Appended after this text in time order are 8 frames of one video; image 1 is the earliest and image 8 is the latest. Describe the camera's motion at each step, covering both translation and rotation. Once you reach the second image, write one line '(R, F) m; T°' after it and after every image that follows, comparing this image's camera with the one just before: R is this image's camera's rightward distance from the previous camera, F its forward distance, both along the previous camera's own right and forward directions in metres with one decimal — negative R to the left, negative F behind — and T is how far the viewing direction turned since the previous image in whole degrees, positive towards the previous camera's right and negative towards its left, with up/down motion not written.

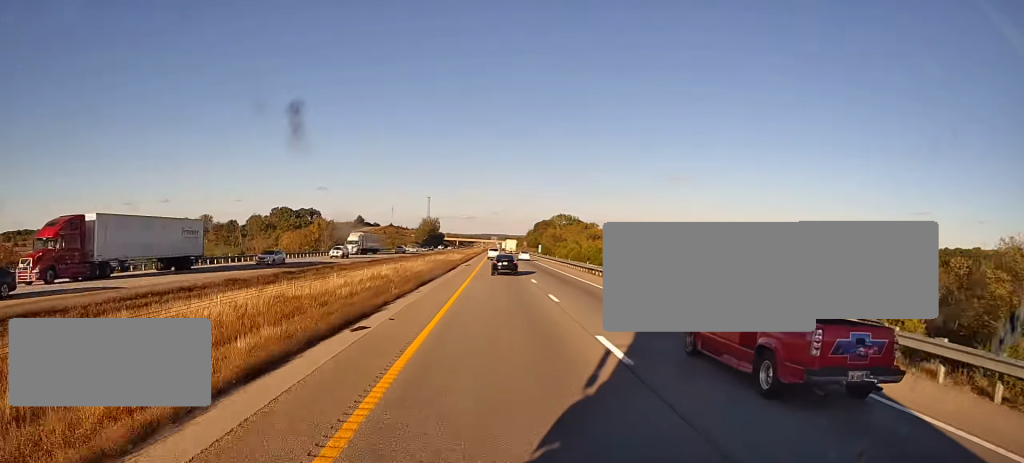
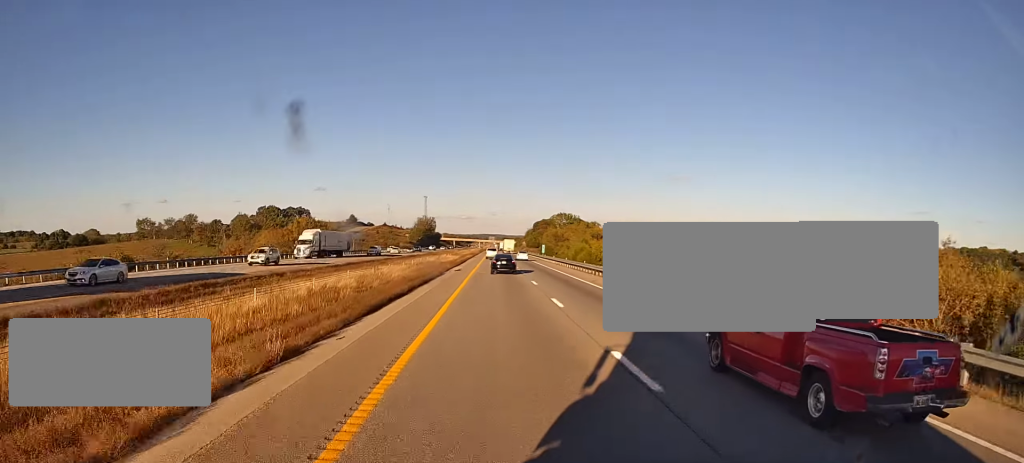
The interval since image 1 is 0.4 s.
(0.0, +14.3) m; 0°
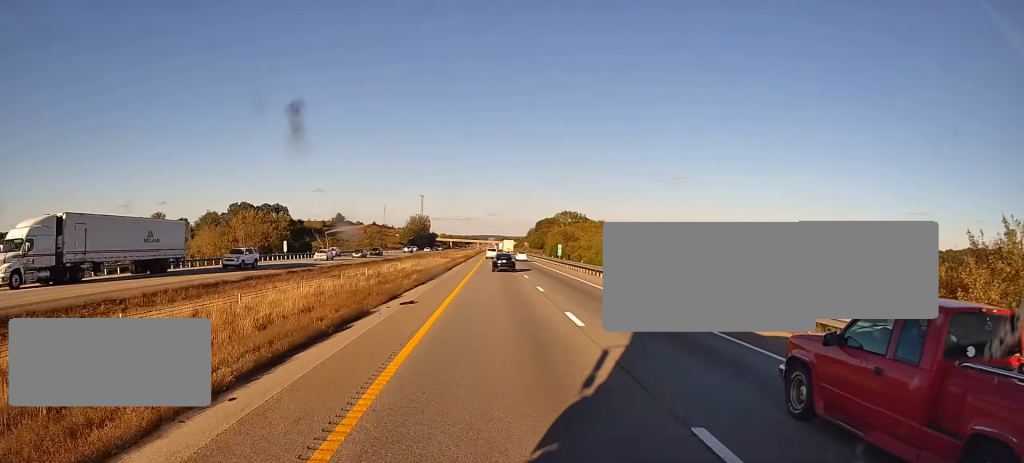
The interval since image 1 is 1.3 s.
(+0.1, +29.5) m; +1°
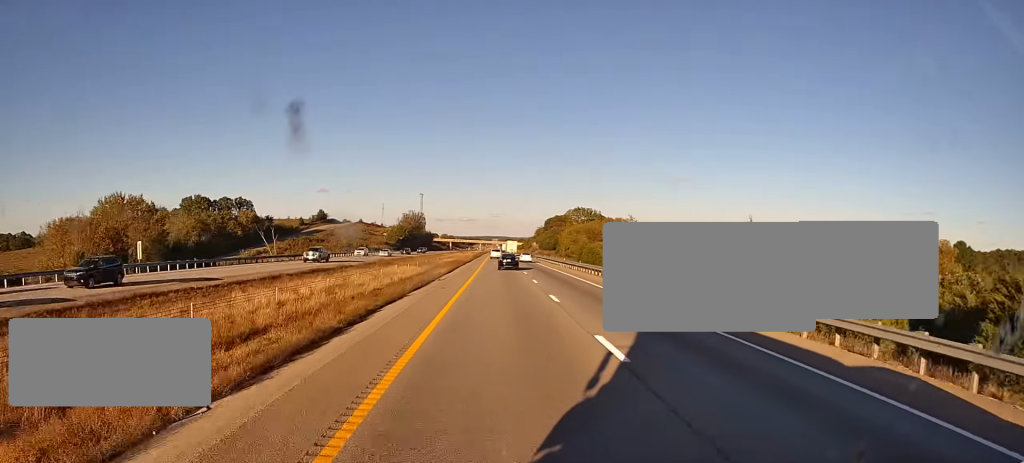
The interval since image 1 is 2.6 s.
(+1.0, +41.3) m; 0°
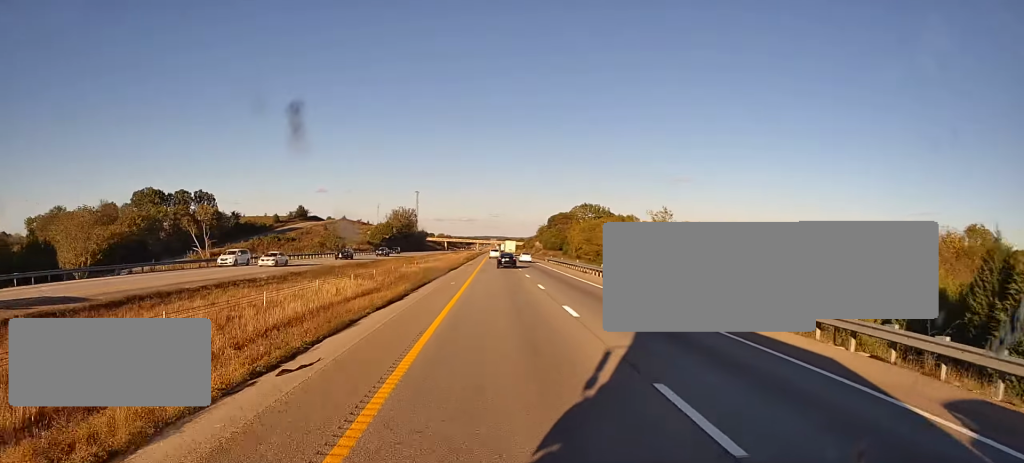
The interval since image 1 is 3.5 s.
(-0.7, +29.2) m; 0°
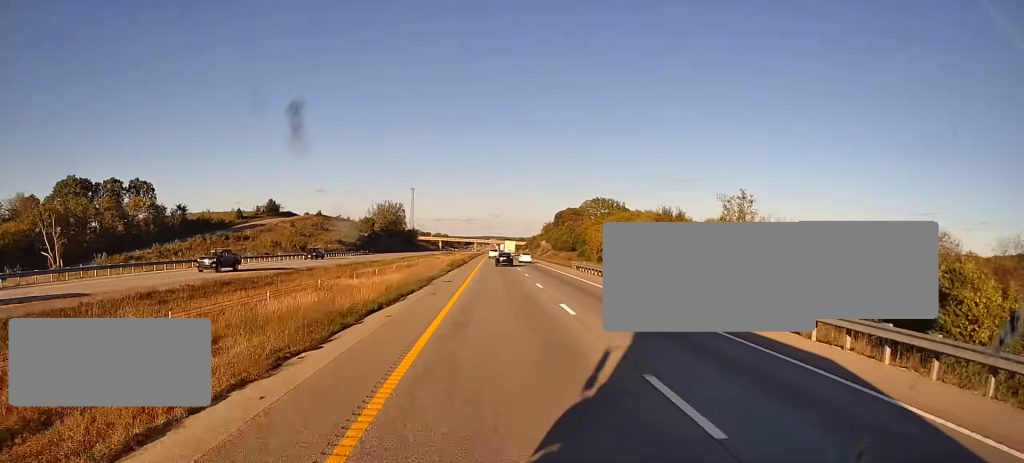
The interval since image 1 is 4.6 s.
(+0.4, +35.8) m; 0°
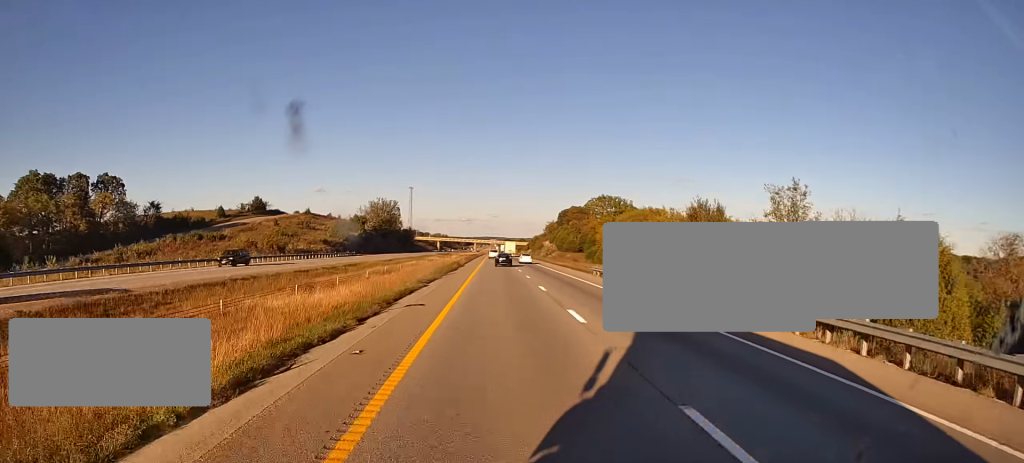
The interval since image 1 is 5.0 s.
(0.0, +14.1) m; 0°
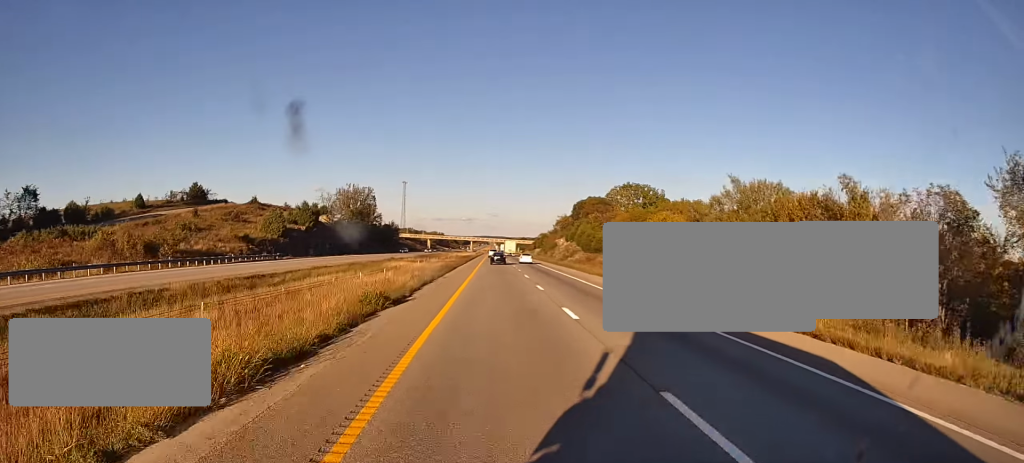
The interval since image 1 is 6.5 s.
(+0.4, +47.7) m; +1°
